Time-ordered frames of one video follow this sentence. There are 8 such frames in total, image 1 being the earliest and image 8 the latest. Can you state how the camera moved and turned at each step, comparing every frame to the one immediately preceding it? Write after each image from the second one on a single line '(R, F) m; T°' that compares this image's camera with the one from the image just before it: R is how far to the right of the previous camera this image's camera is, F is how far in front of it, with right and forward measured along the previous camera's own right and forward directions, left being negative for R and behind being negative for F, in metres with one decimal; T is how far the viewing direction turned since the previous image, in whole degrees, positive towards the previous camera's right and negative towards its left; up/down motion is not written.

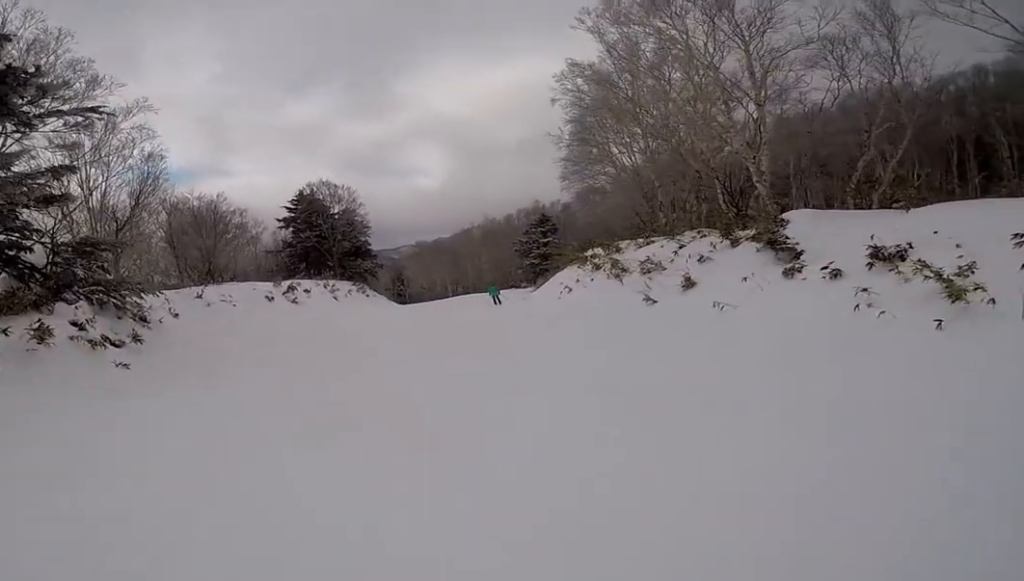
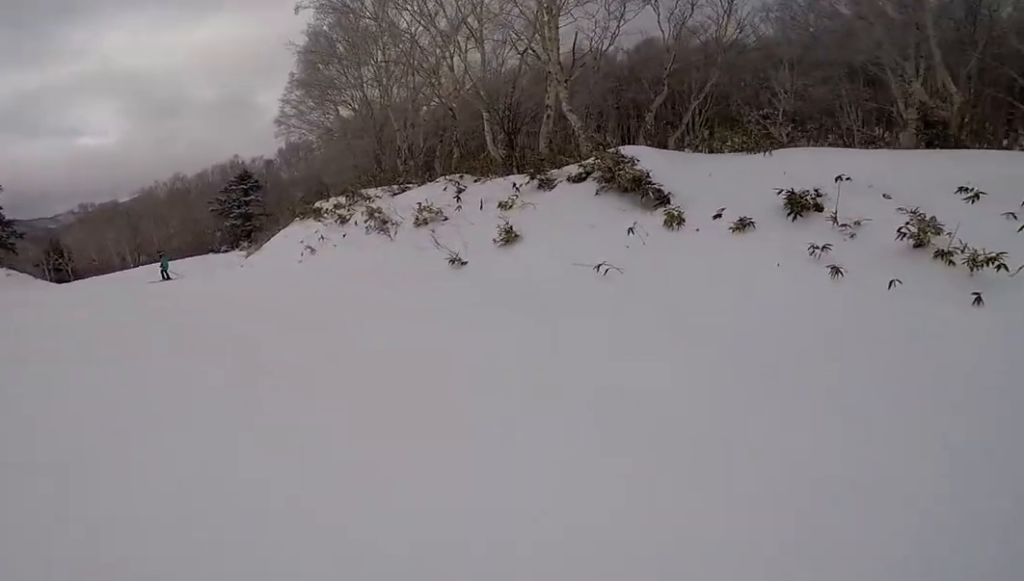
(+2.4, +5.9) m; +14°
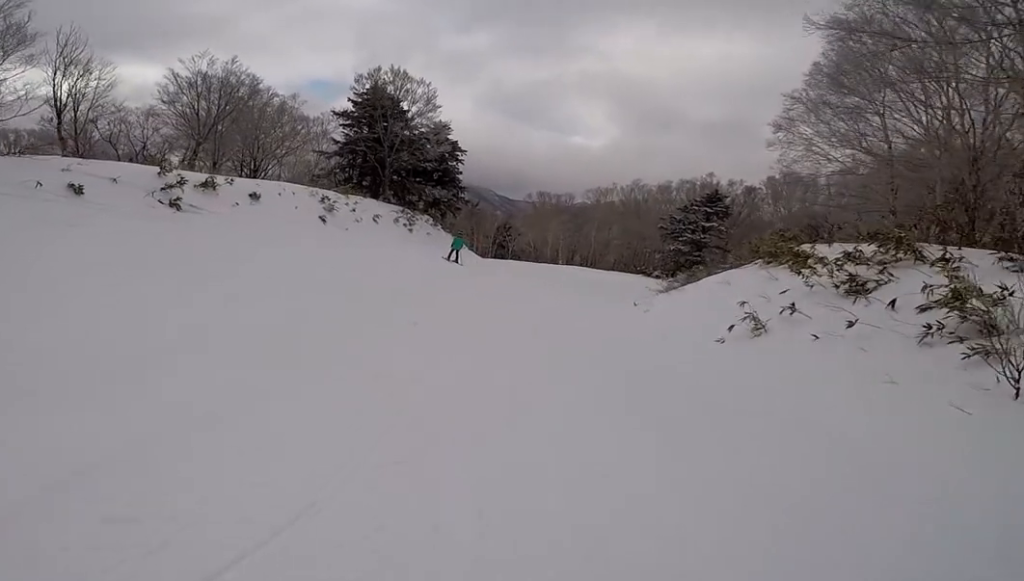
(-2.8, +7.5) m; -27°
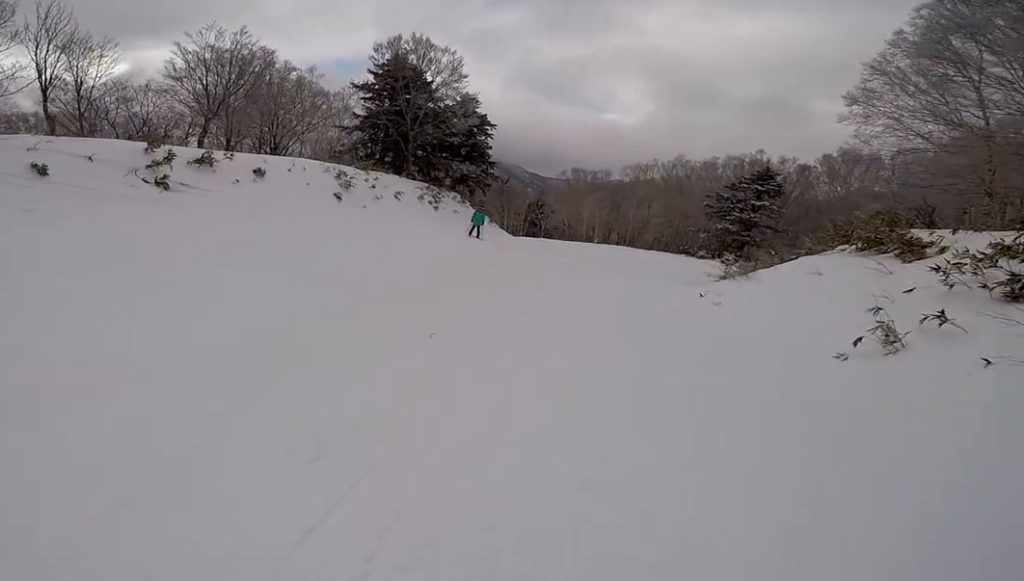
(-0.3, +2.2) m; 0°
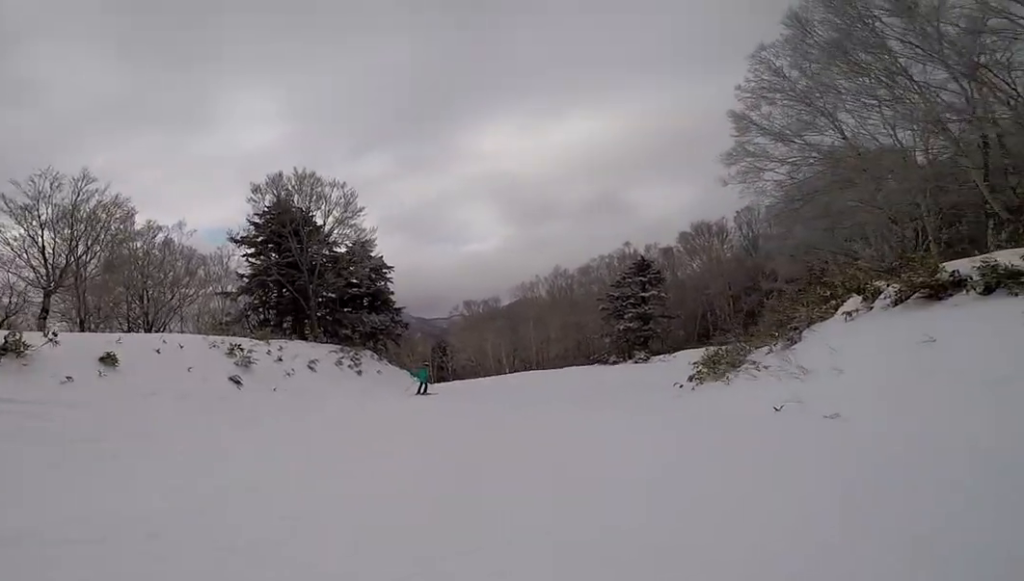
(+0.6, +5.1) m; 0°
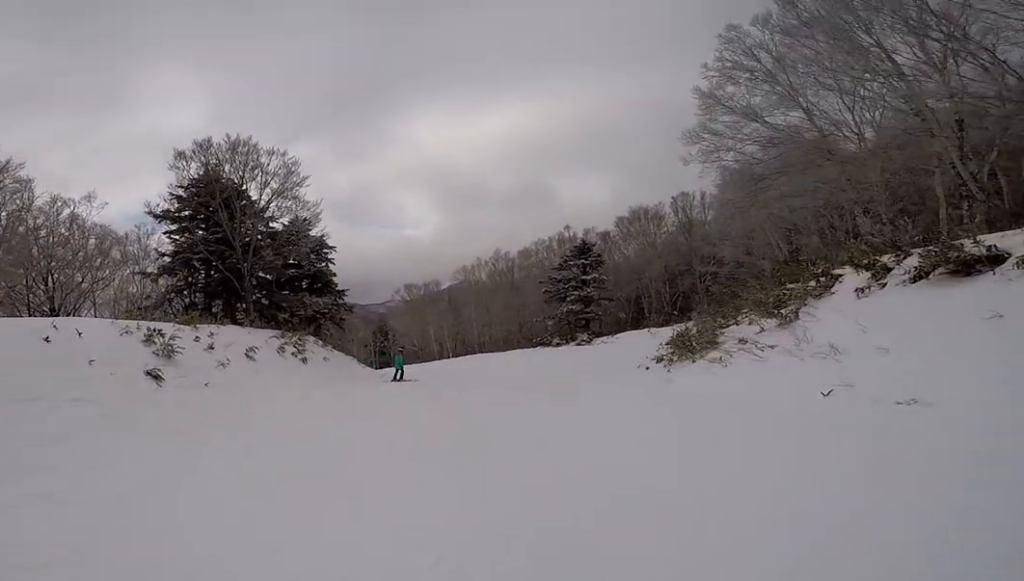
(-0.4, +2.5) m; +3°
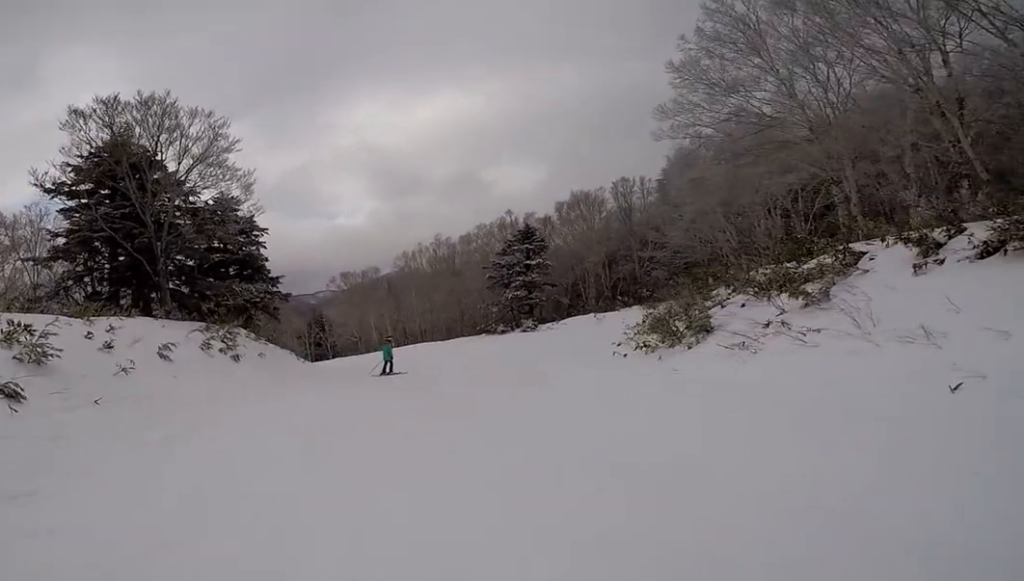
(-0.1, +3.1) m; +9°
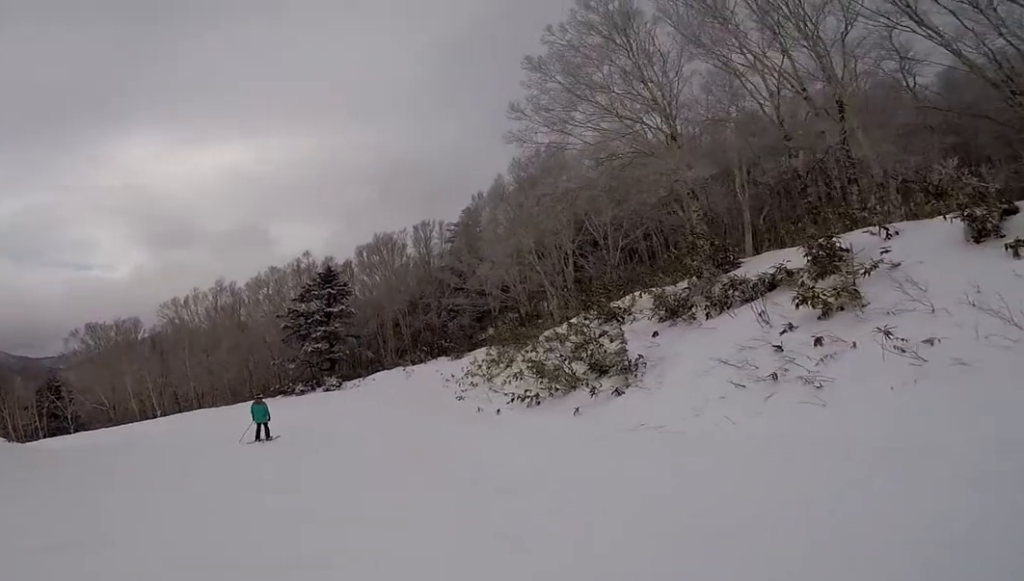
(+2.7, +6.8) m; +33°
